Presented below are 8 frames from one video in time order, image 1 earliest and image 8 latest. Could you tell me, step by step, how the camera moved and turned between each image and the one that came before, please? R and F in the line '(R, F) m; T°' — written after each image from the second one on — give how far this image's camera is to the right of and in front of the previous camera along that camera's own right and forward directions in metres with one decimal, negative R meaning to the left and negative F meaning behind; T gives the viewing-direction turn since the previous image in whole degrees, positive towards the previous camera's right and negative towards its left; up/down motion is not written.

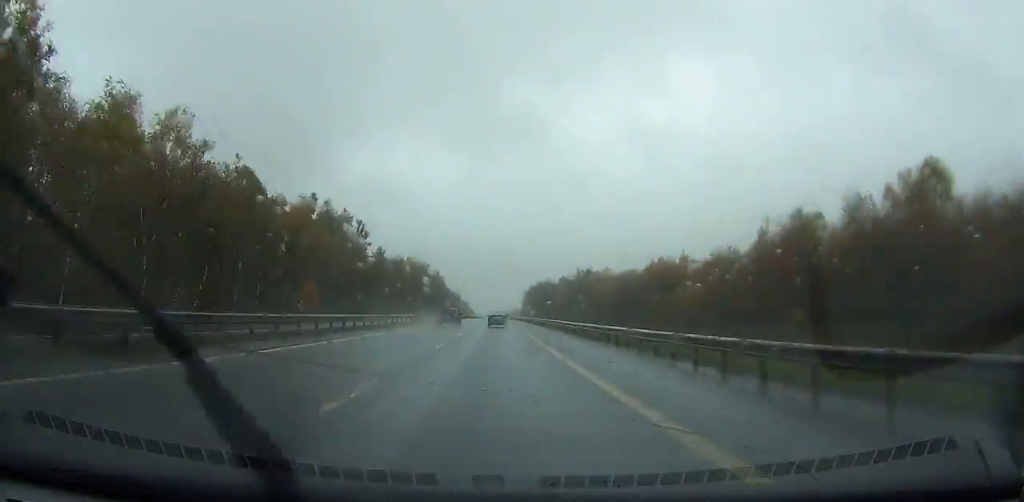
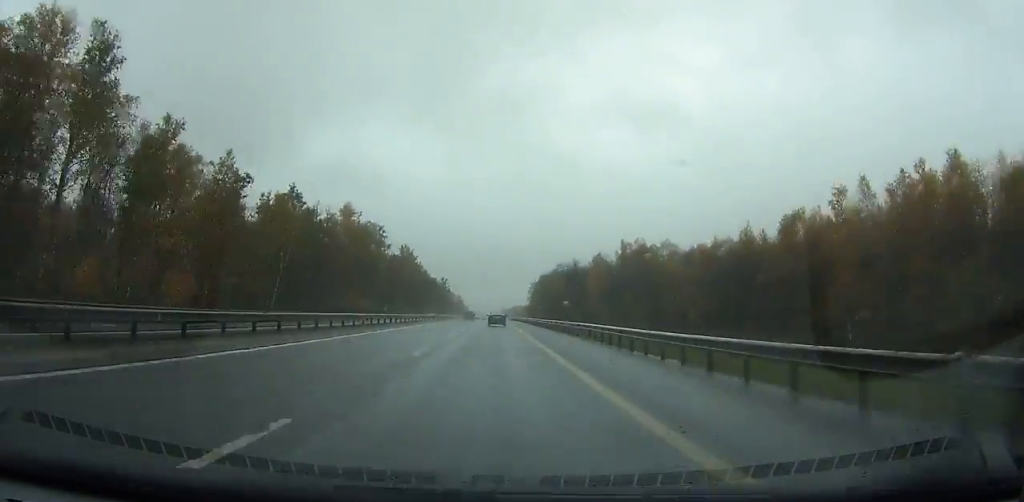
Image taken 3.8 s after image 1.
(0.0, +100.4) m; 0°
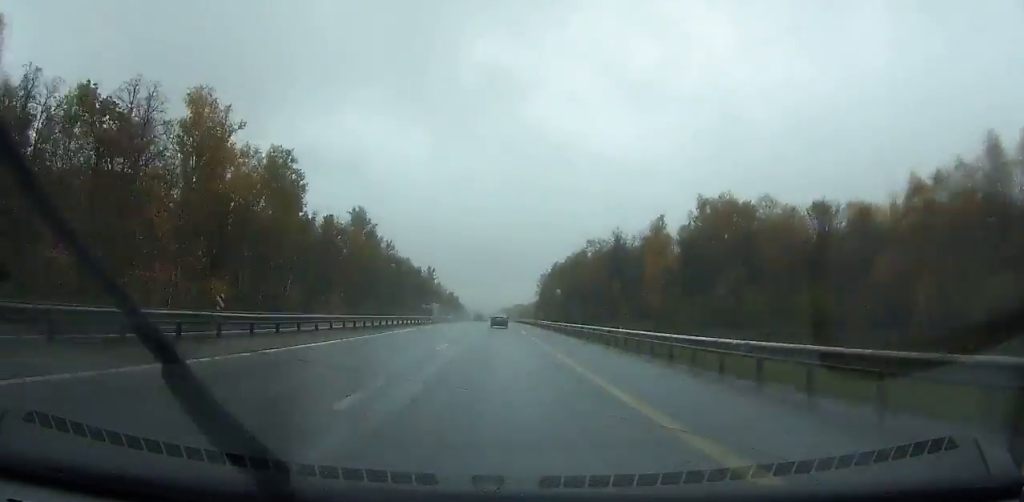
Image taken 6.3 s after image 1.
(-0.1, +68.1) m; 0°
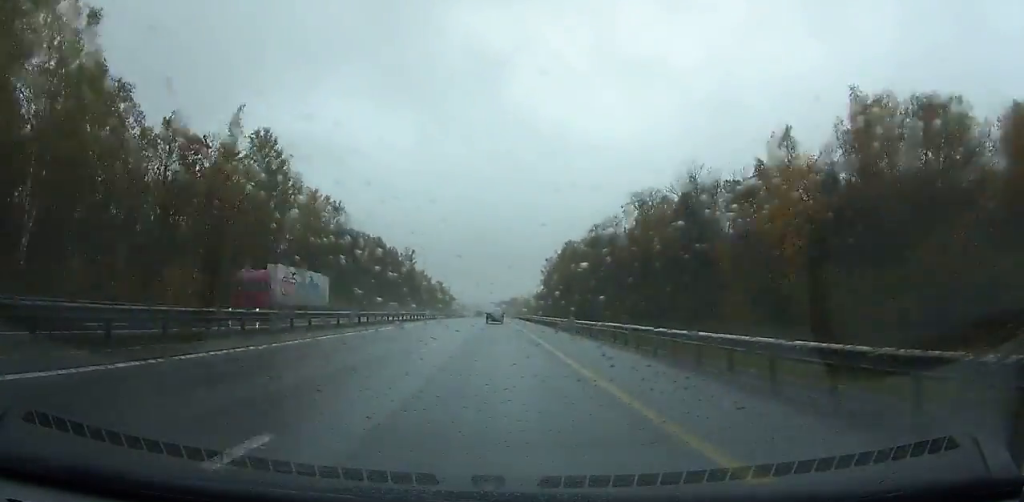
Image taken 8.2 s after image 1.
(0.0, +52.6) m; 0°
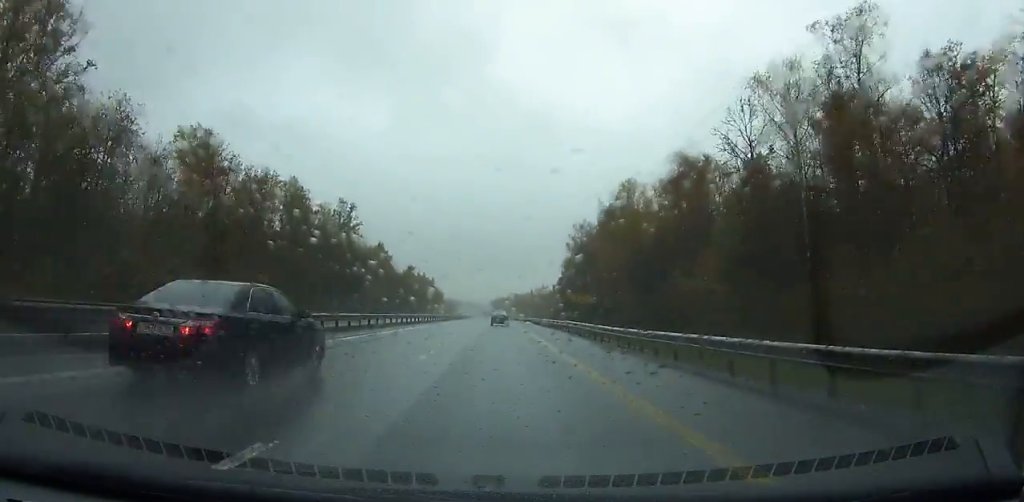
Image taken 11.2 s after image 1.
(+0.3, +84.2) m; 0°
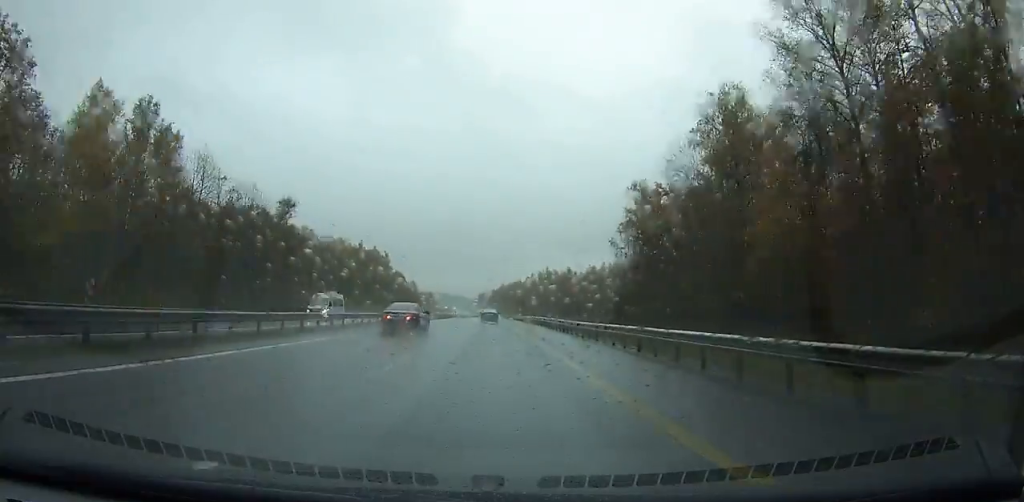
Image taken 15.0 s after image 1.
(+0.8, +107.6) m; 0°
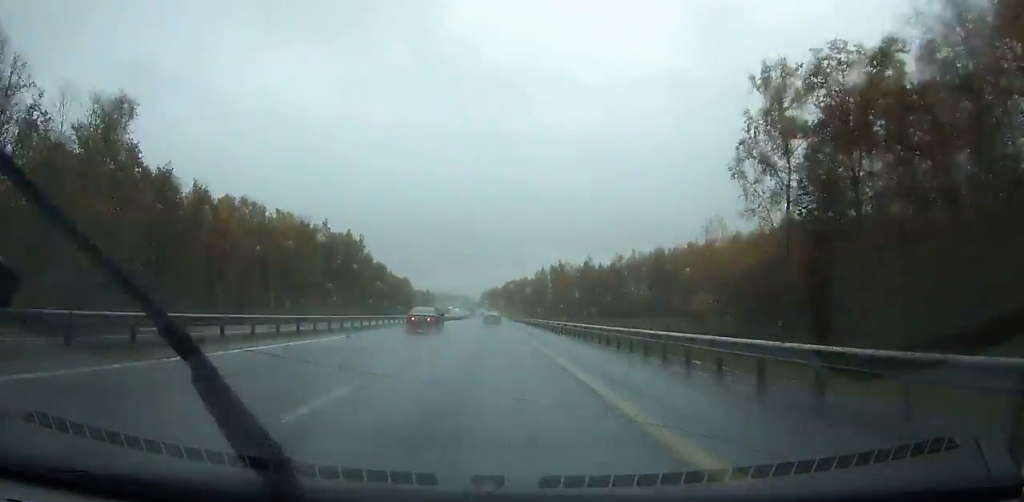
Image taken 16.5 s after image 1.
(+0.2, +42.6) m; 0°
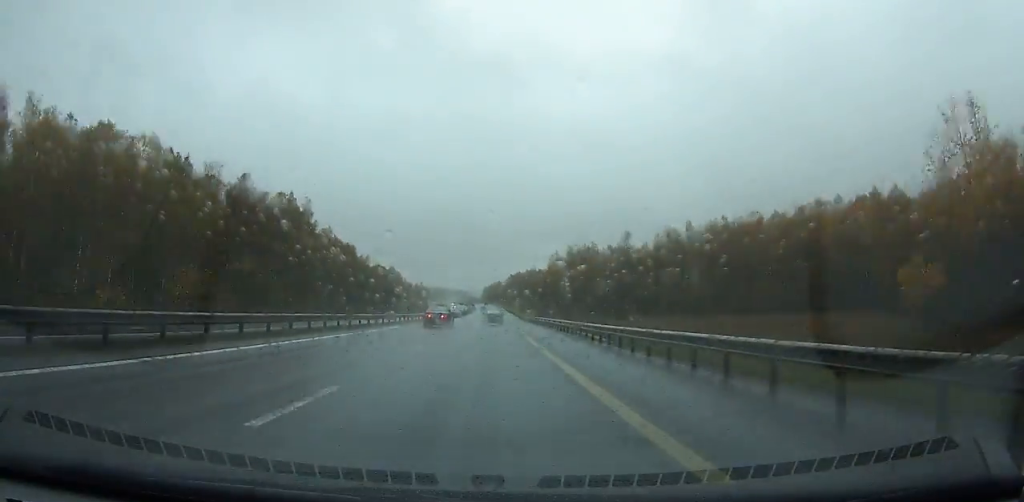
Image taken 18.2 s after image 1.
(-0.2, +48.0) m; 0°
